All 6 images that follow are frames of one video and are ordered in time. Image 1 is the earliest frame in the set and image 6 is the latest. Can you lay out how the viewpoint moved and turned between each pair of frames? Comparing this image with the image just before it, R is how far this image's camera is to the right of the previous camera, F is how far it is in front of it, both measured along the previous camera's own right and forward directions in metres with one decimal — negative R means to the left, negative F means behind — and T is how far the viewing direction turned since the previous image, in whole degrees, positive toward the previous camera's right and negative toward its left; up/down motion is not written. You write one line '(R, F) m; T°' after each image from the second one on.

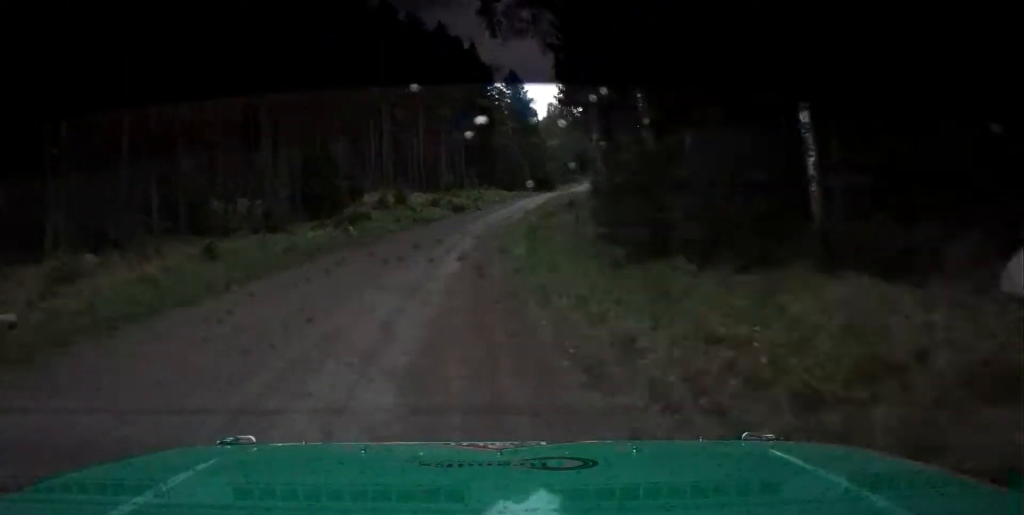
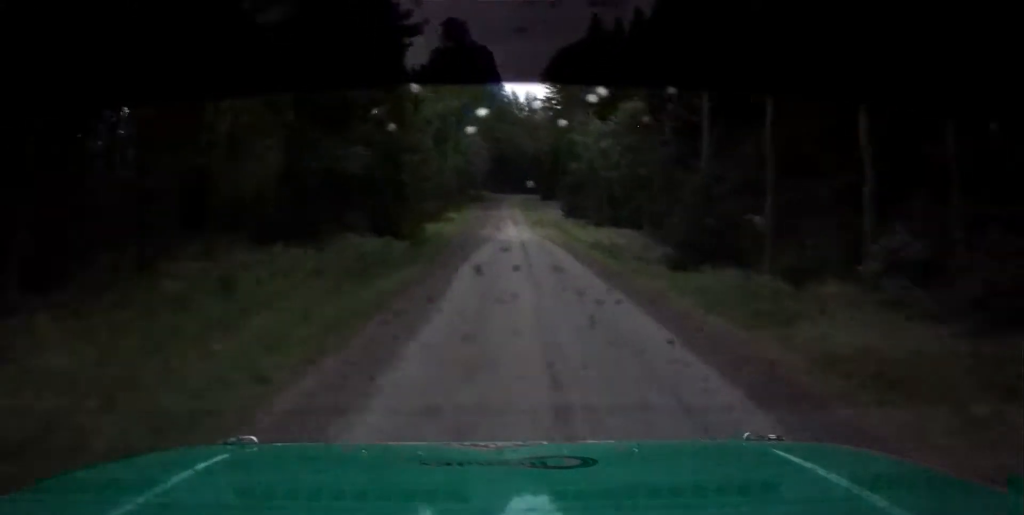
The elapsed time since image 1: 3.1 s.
(+15.5, +115.1) m; +15°
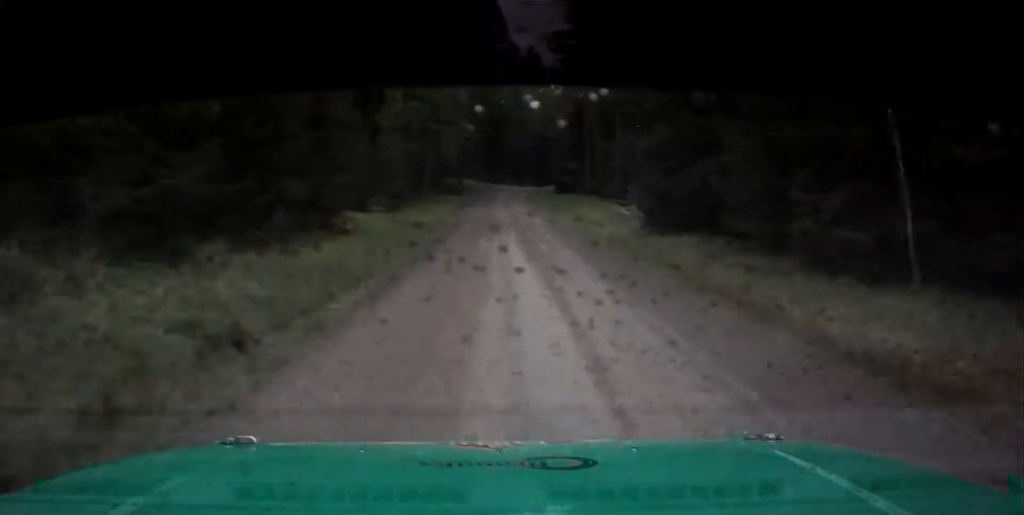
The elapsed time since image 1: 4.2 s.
(+0.1, +42.2) m; 0°
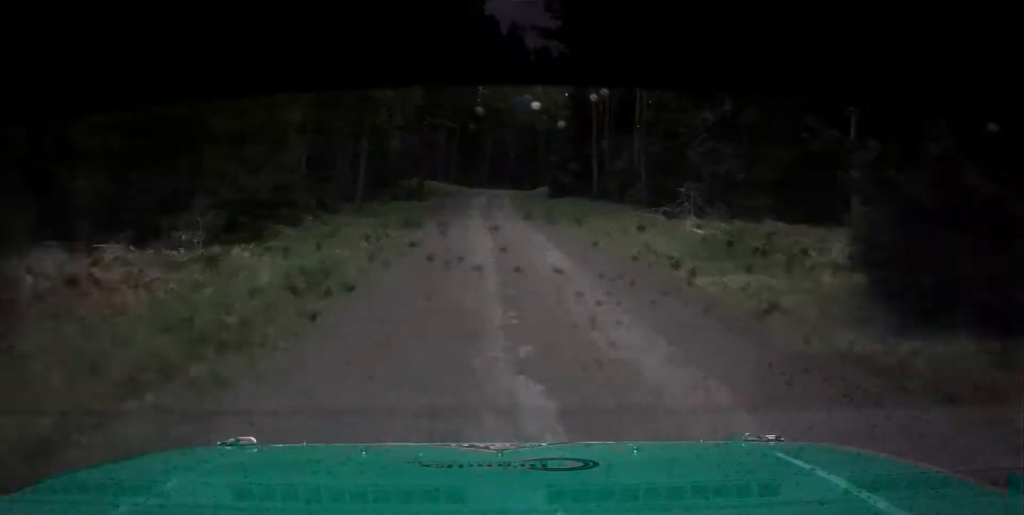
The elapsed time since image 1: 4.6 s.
(-0.1, +19.0) m; +1°
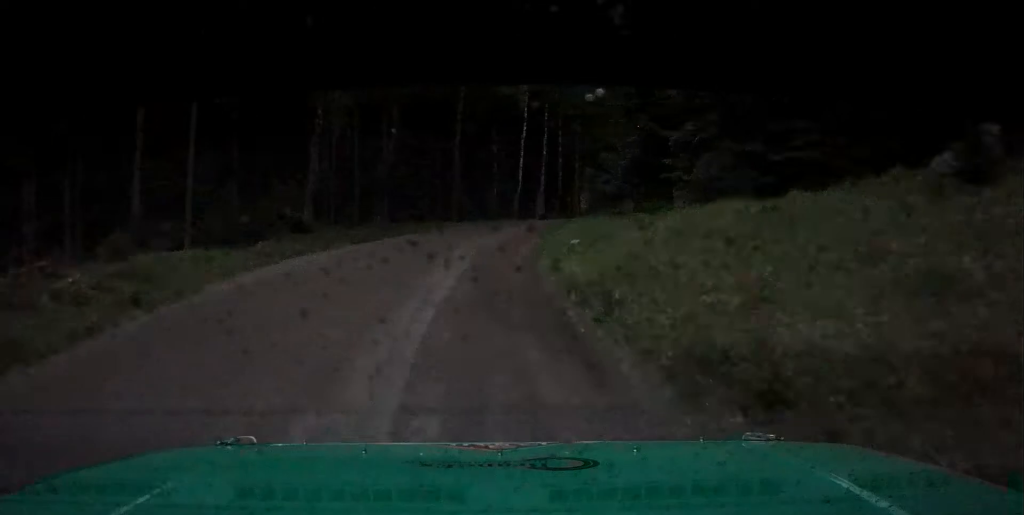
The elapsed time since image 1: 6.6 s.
(+3.2, +67.2) m; +9°
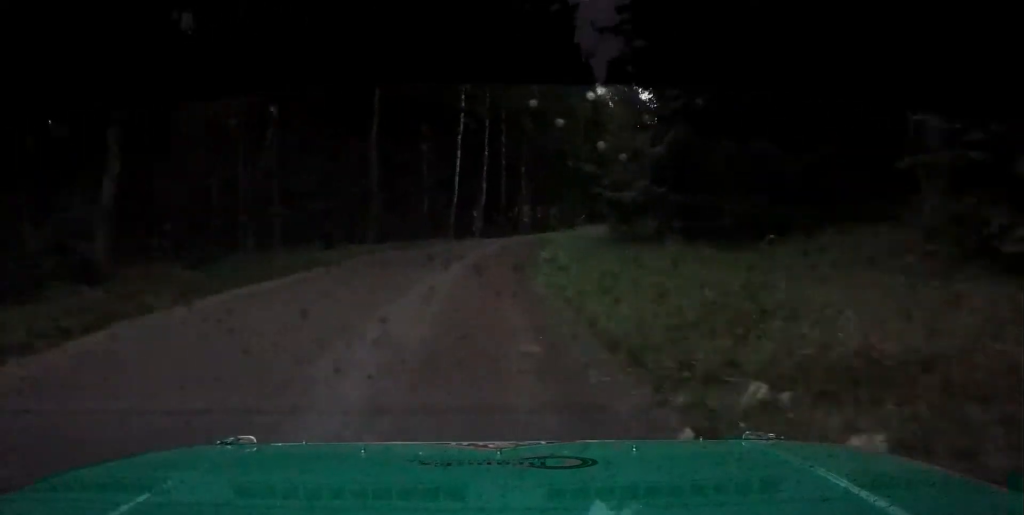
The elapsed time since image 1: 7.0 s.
(-0.2, +13.5) m; +3°
